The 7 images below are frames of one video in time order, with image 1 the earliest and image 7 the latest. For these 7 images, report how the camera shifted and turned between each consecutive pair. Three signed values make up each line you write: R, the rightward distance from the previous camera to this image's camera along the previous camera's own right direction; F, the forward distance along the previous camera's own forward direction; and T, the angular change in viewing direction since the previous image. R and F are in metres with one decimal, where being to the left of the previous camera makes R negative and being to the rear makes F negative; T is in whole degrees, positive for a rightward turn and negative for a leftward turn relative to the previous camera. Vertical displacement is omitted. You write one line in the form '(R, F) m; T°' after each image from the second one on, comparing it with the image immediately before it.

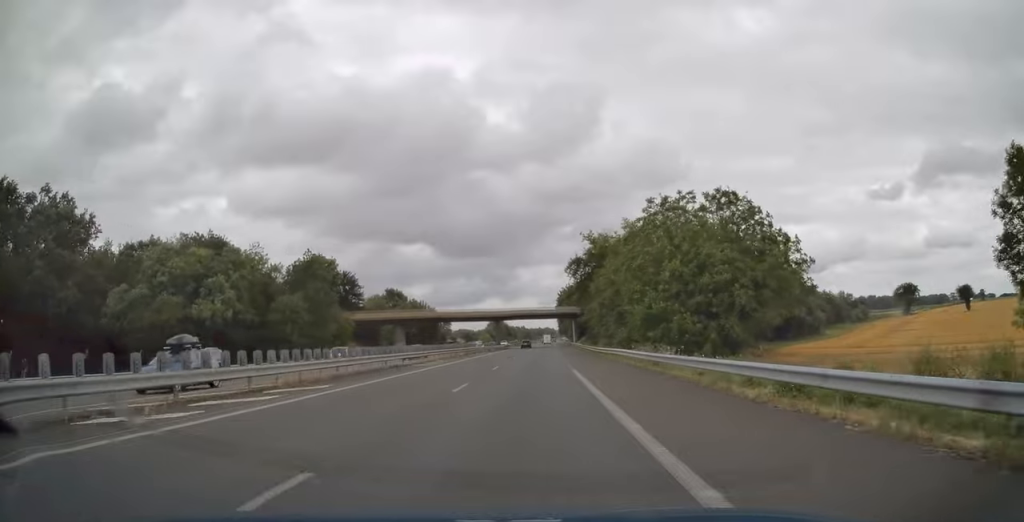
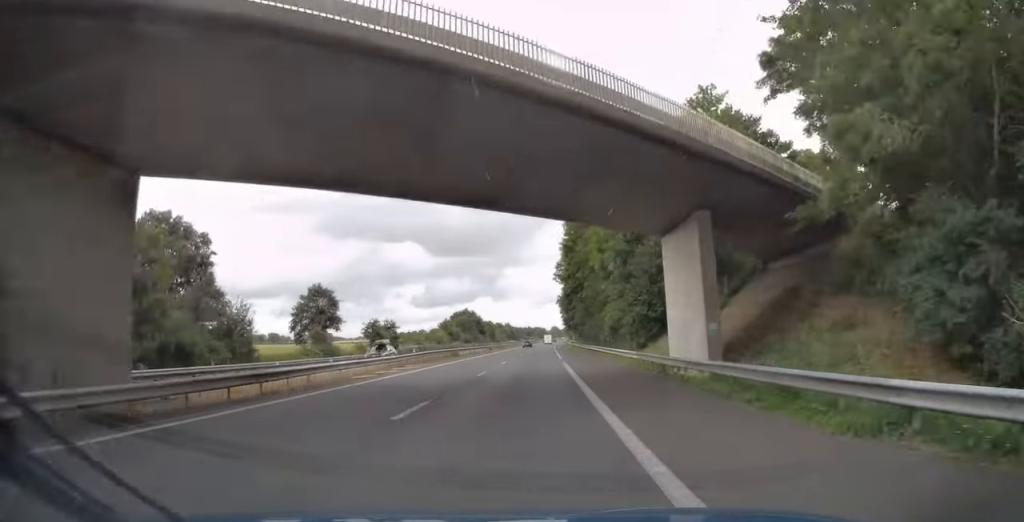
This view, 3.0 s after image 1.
(+0.1, +96.7) m; +1°
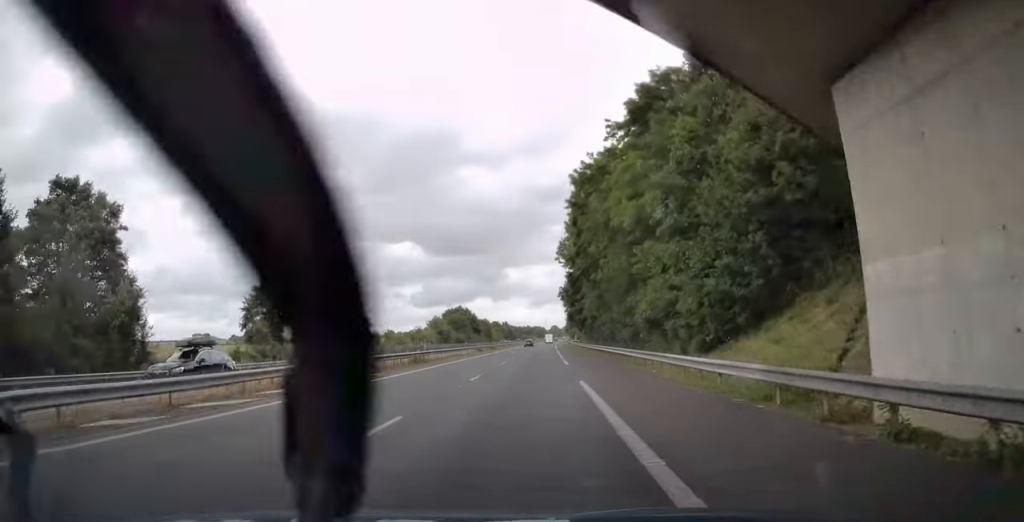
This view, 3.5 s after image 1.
(+0.2, +15.6) m; 0°
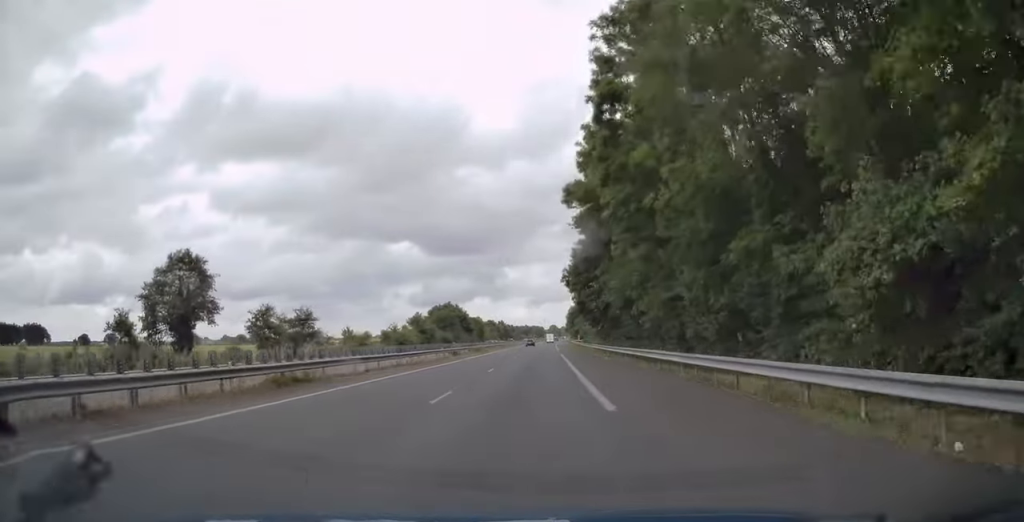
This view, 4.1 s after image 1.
(+0.1, +21.0) m; 0°
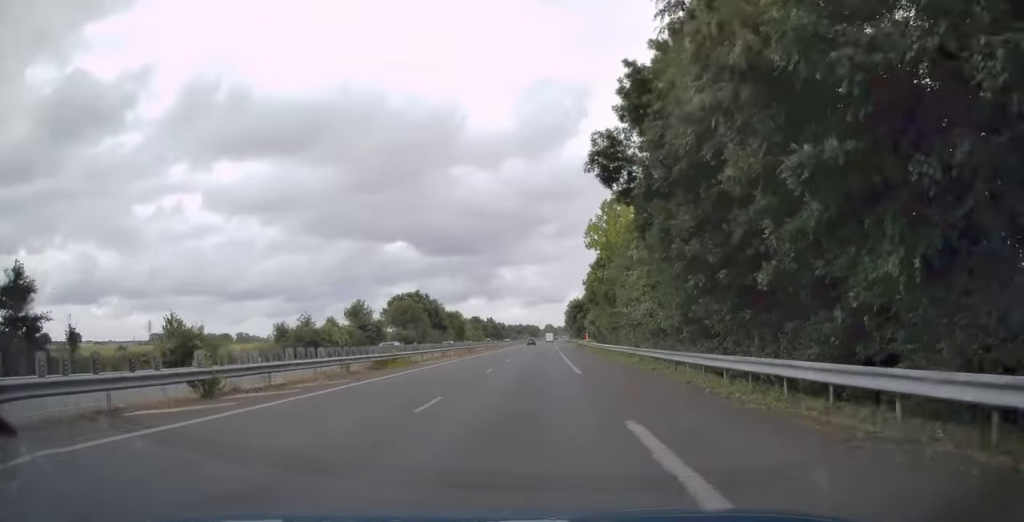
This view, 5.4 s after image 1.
(-0.3, +40.9) m; -1°
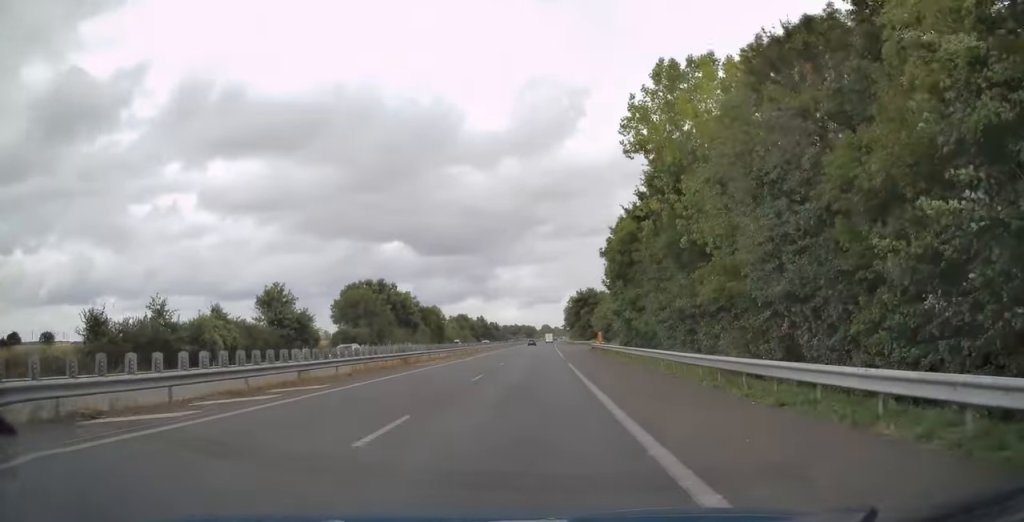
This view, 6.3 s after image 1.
(-0.1, +29.6) m; 0°
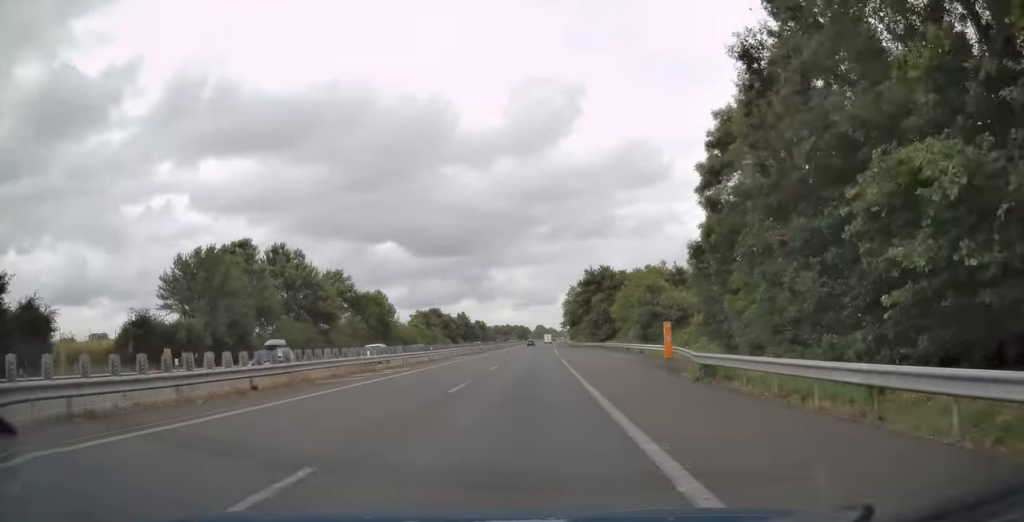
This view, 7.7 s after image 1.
(+0.4, +43.4) m; +1°
